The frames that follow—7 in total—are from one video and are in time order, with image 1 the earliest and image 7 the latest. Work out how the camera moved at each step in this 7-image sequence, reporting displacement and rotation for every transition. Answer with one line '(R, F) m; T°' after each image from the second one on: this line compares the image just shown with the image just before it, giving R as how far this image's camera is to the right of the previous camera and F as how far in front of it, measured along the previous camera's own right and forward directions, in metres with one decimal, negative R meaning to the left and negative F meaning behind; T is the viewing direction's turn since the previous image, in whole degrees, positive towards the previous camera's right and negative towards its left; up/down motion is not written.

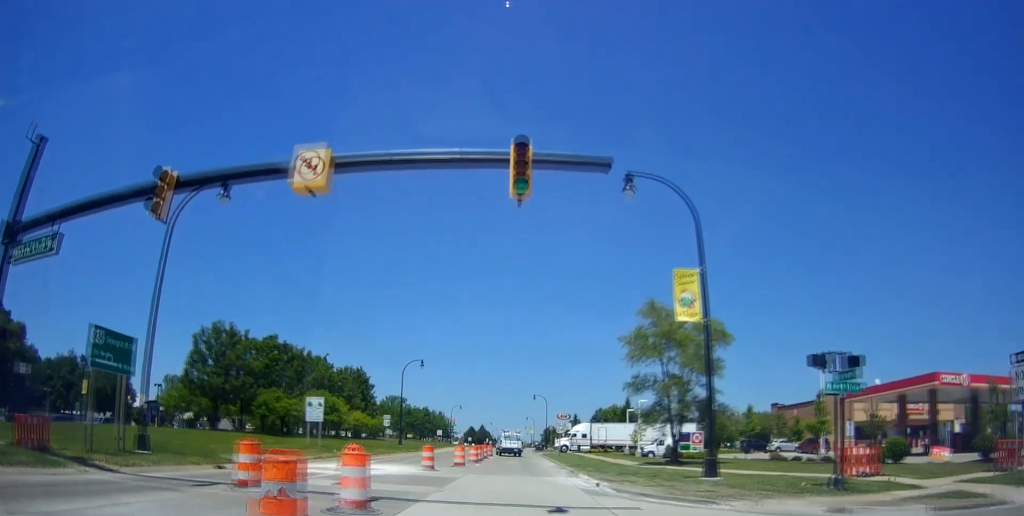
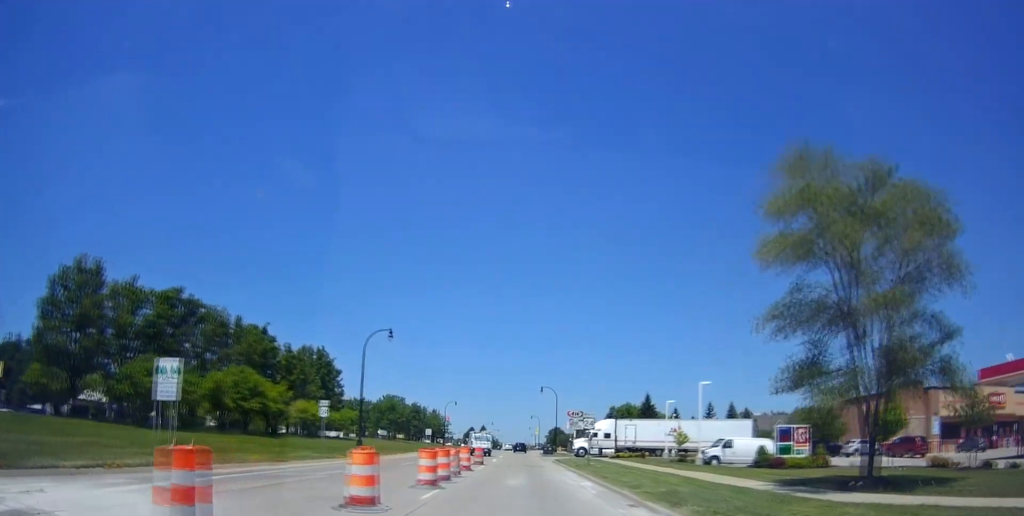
(-1.6, +15.3) m; -7°
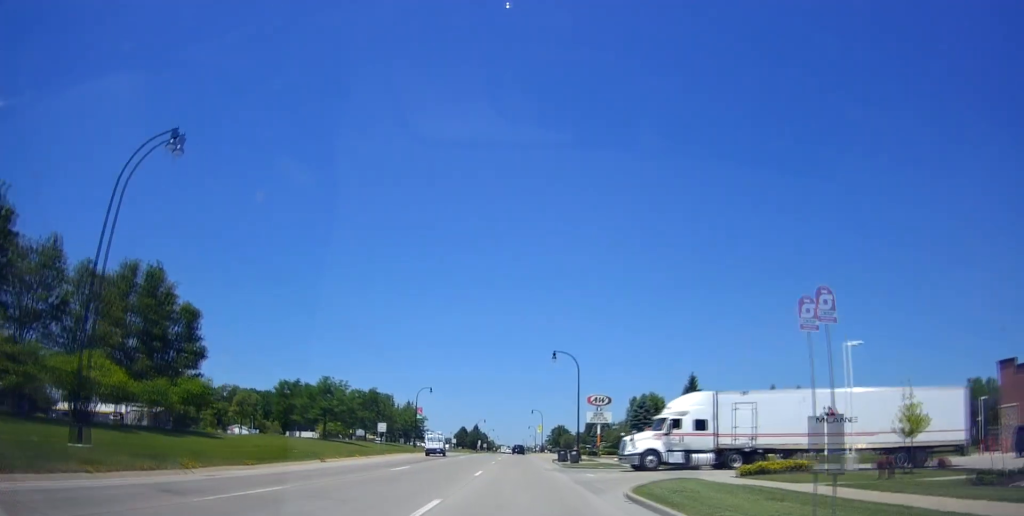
(-1.8, +31.5) m; -5°
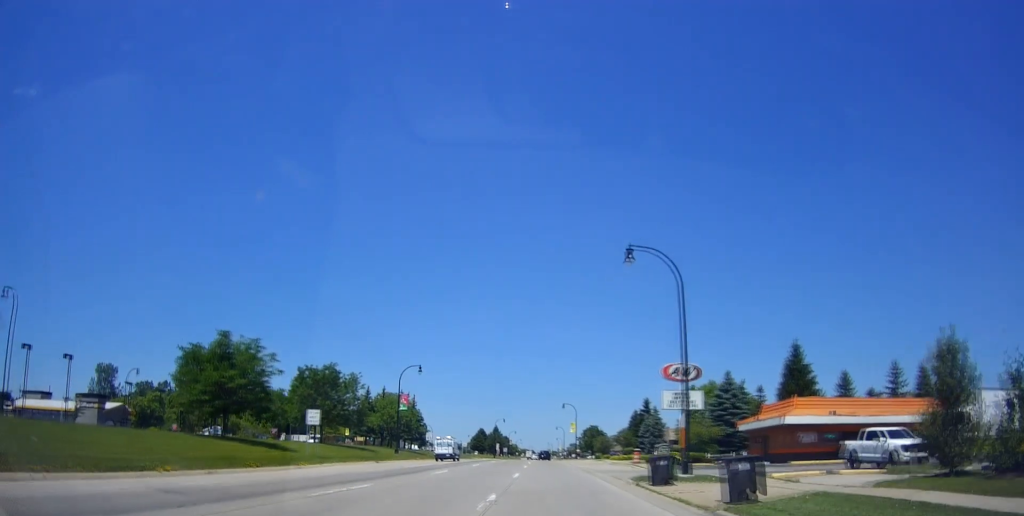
(+0.7, +28.6) m; +2°
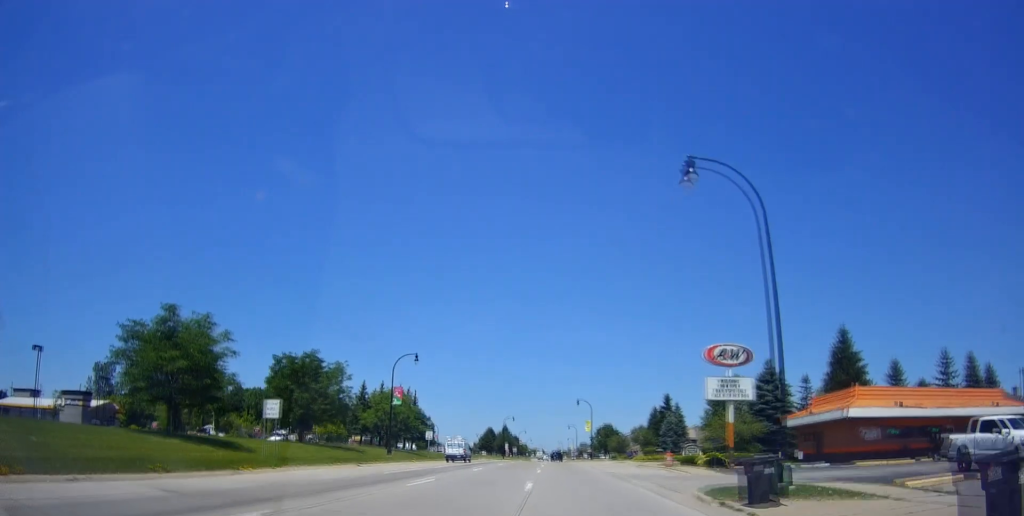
(-0.1, +8.3) m; -1°
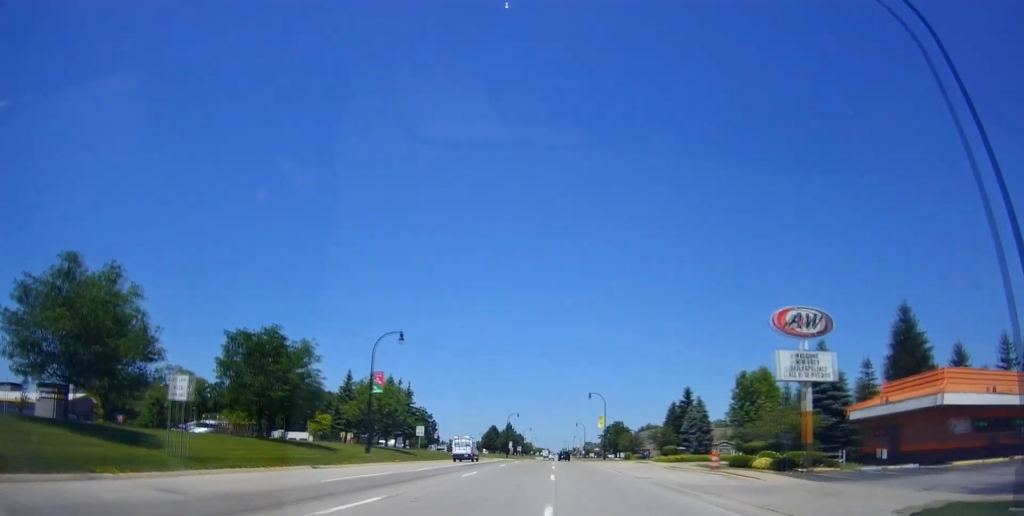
(0.0, +9.5) m; -1°
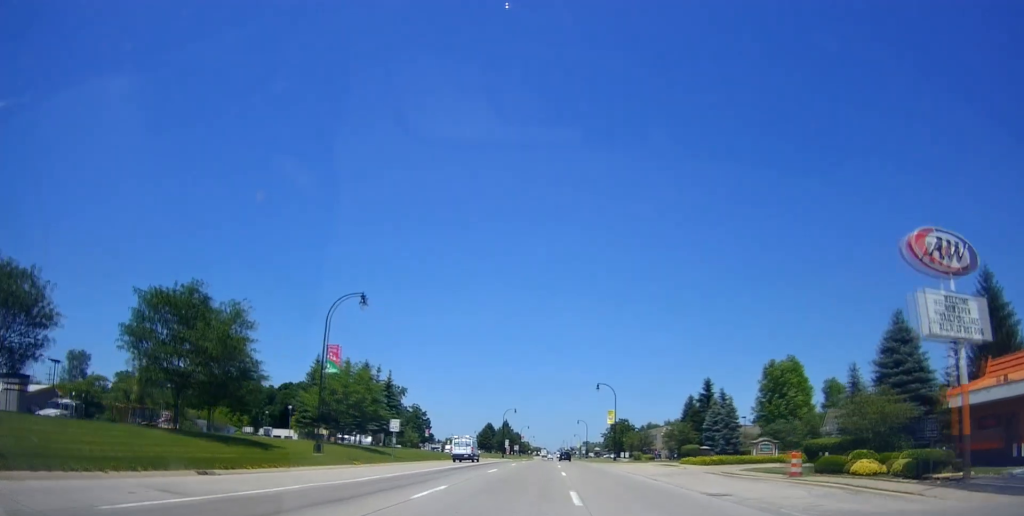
(-0.2, +11.2) m; 0°
